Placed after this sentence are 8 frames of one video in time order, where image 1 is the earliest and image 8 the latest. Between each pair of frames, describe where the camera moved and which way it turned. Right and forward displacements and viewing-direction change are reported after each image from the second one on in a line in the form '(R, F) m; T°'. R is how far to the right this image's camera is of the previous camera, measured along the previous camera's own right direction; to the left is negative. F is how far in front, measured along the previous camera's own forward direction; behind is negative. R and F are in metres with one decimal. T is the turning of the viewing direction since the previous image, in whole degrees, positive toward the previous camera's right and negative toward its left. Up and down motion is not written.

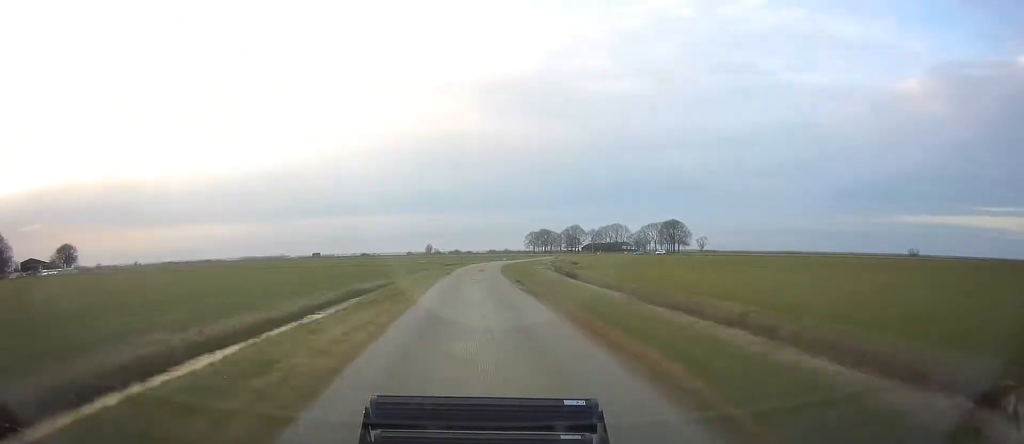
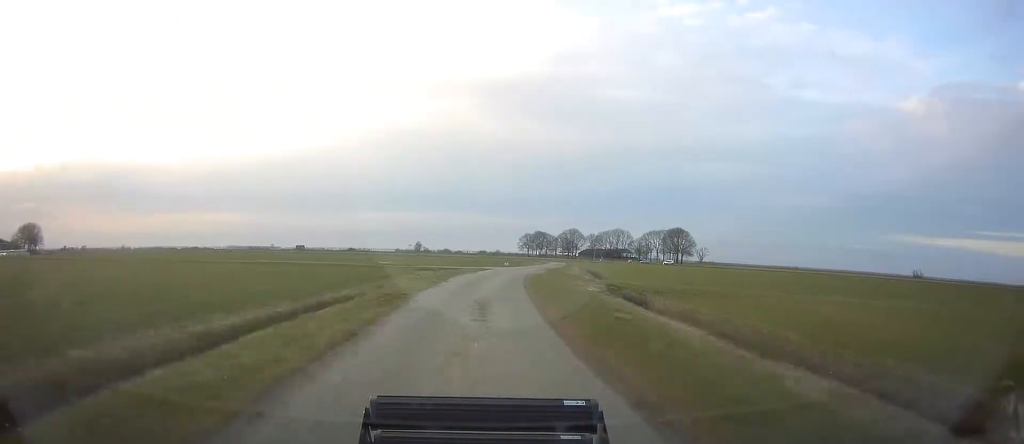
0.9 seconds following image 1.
(-1.3, +24.4) m; -2°
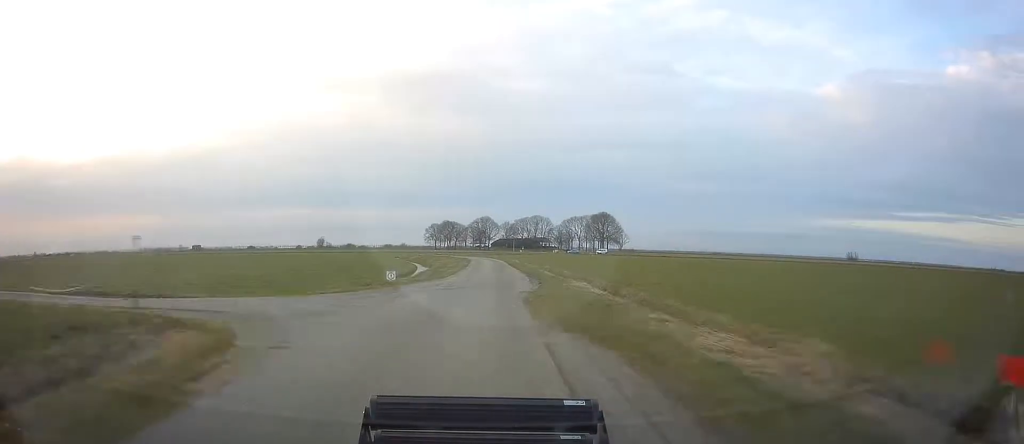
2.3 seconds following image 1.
(+1.7, +38.3) m; +5°
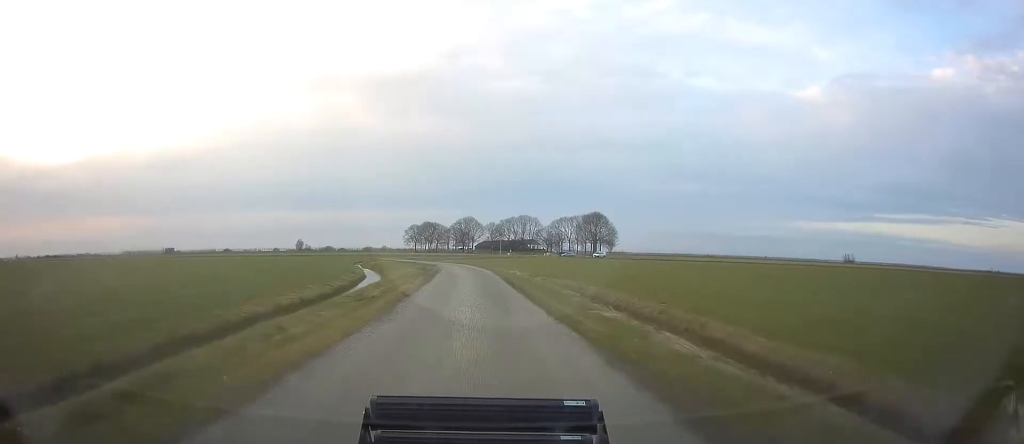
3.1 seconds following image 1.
(+0.7, +23.9) m; +1°
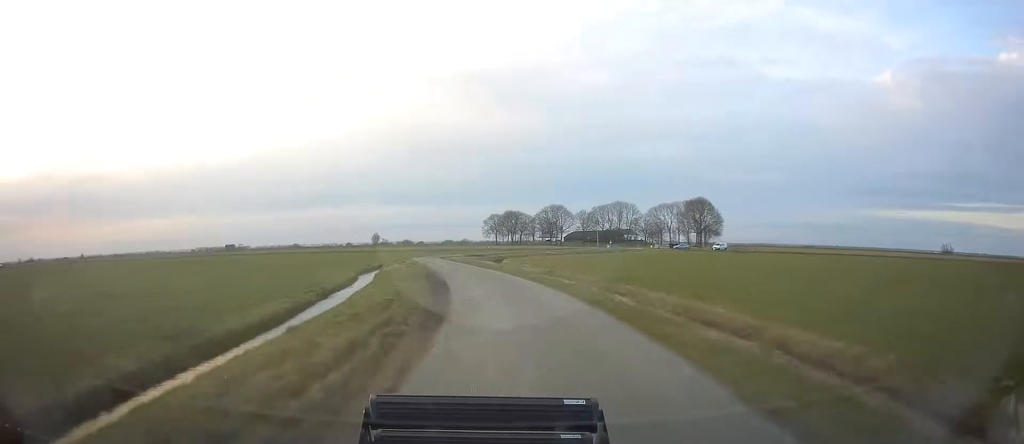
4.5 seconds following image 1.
(-0.7, +38.8) m; -5°
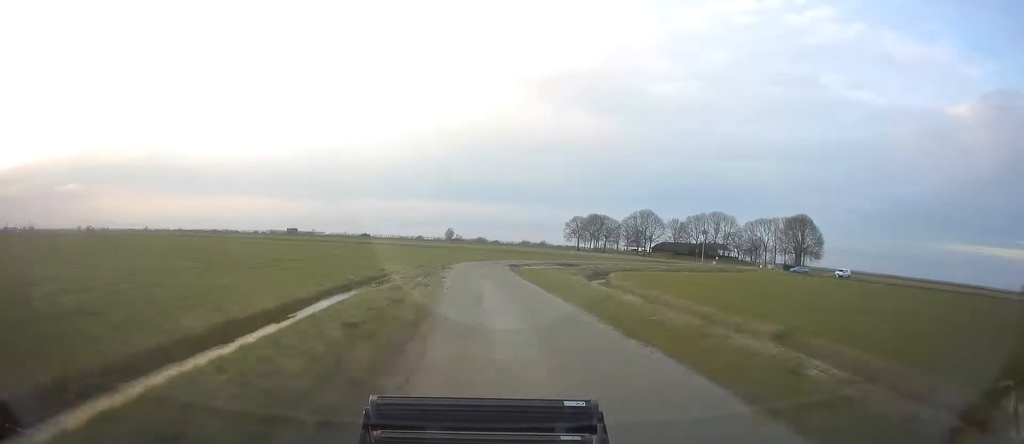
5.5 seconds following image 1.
(-1.4, +26.3) m; -4°
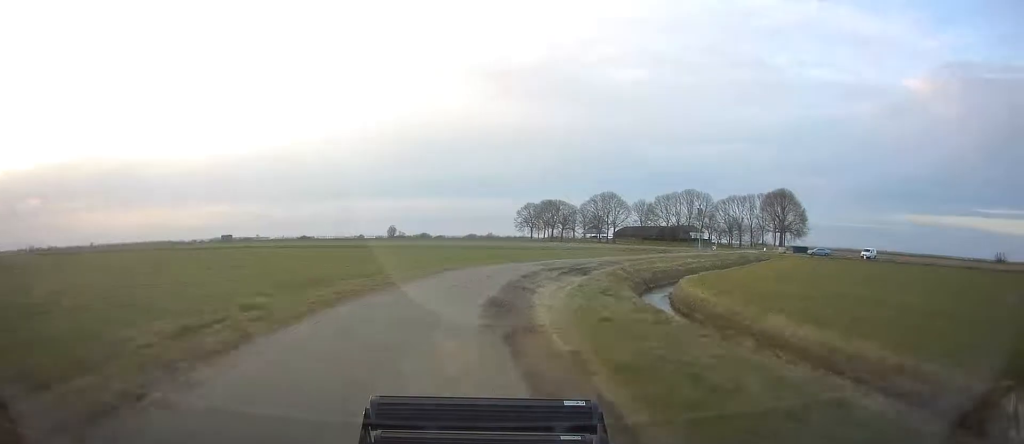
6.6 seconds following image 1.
(-0.5, +27.3) m; +3°
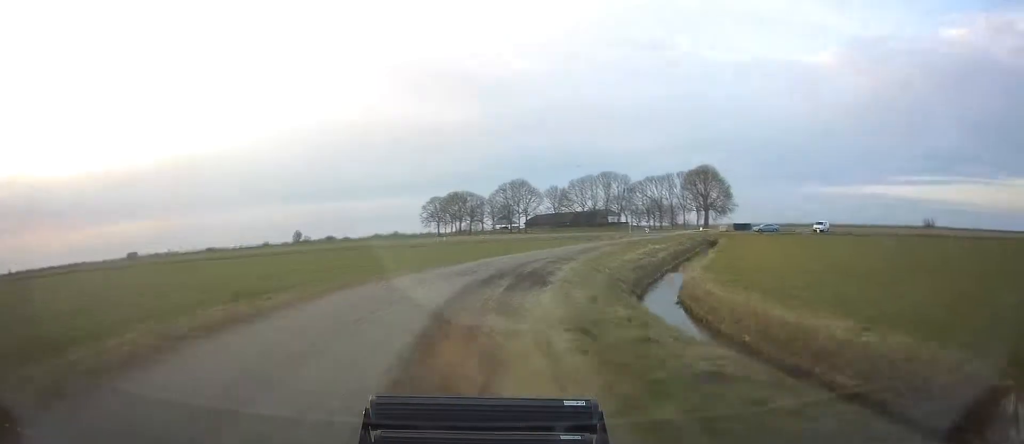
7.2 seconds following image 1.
(+0.9, +12.1) m; +6°
